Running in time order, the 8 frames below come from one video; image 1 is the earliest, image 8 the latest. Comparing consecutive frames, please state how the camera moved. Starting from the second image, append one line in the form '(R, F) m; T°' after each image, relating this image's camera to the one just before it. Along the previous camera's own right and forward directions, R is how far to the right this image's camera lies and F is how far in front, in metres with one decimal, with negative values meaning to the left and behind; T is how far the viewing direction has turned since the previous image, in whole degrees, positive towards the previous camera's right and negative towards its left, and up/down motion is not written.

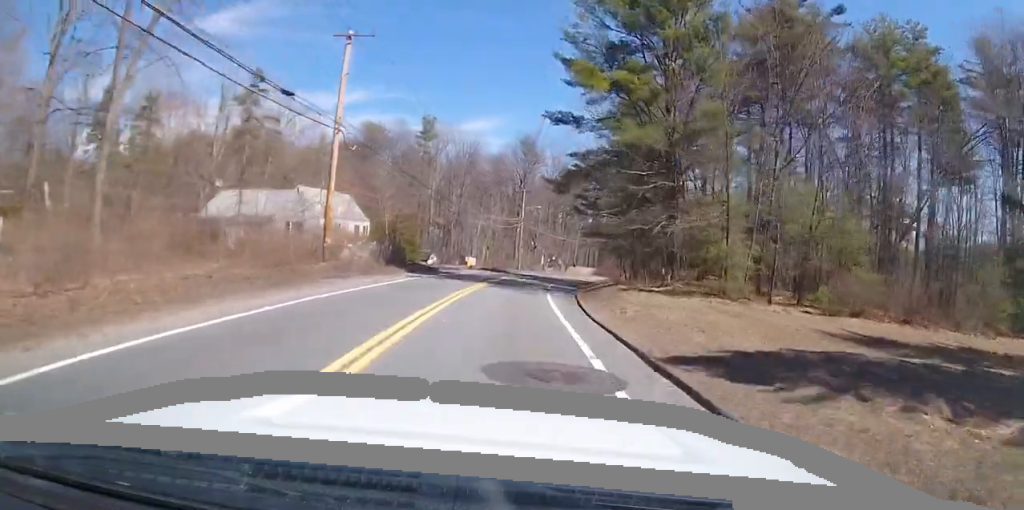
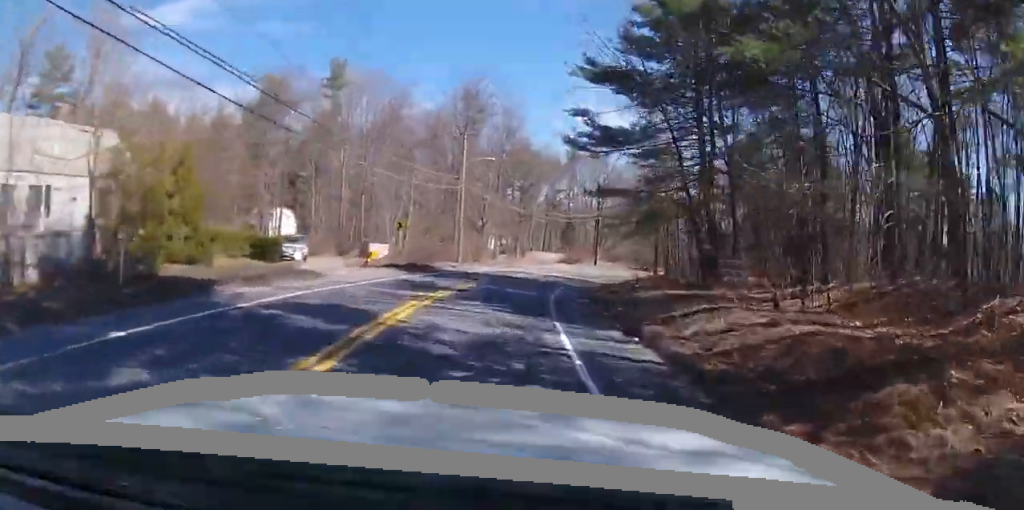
(+0.6, +29.6) m; +1°
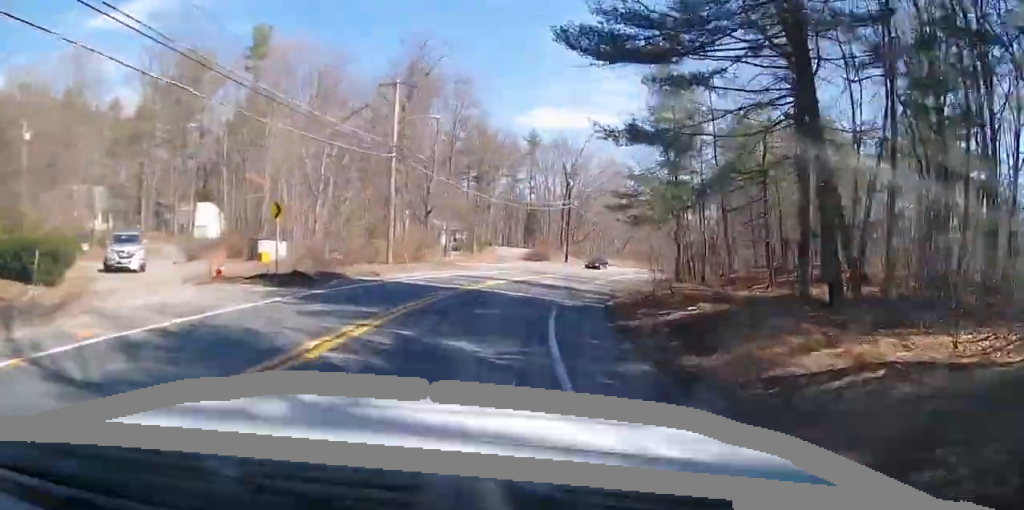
(0.0, +13.9) m; +1°
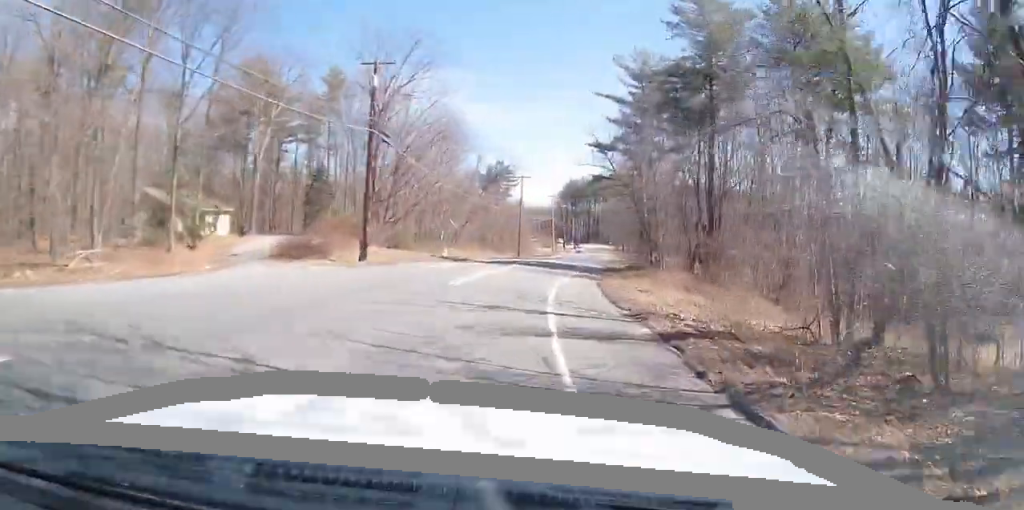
(+3.2, +41.6) m; +9°
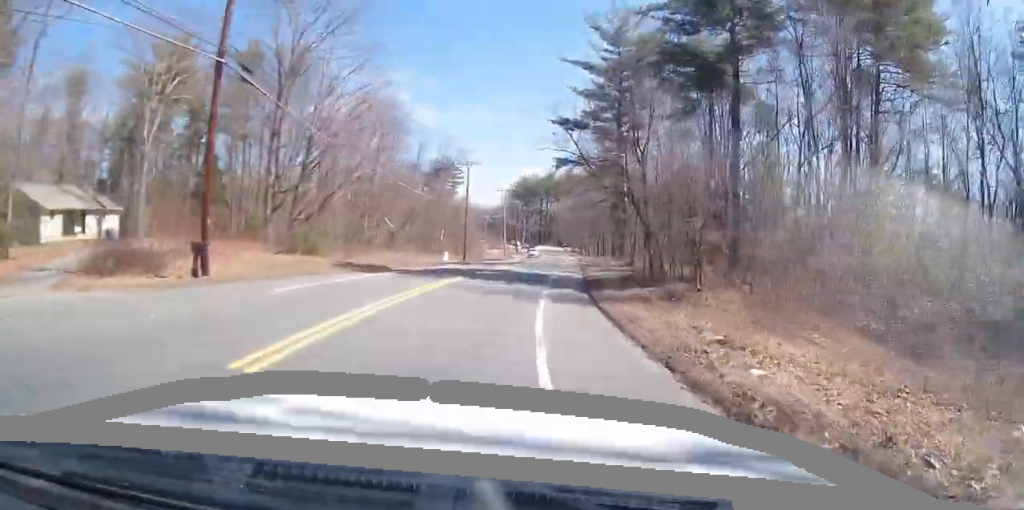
(+0.1, +13.5) m; +2°
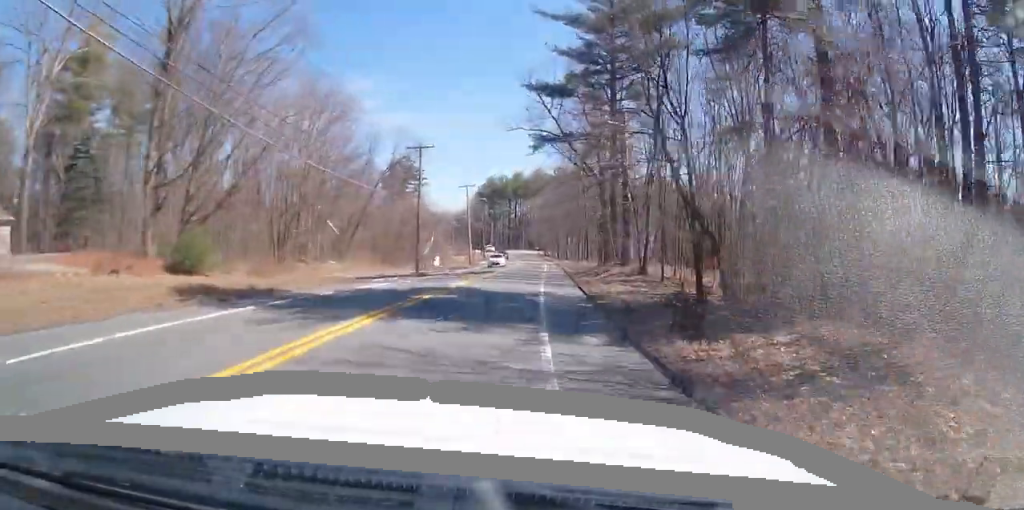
(+0.1, +12.3) m; +3°
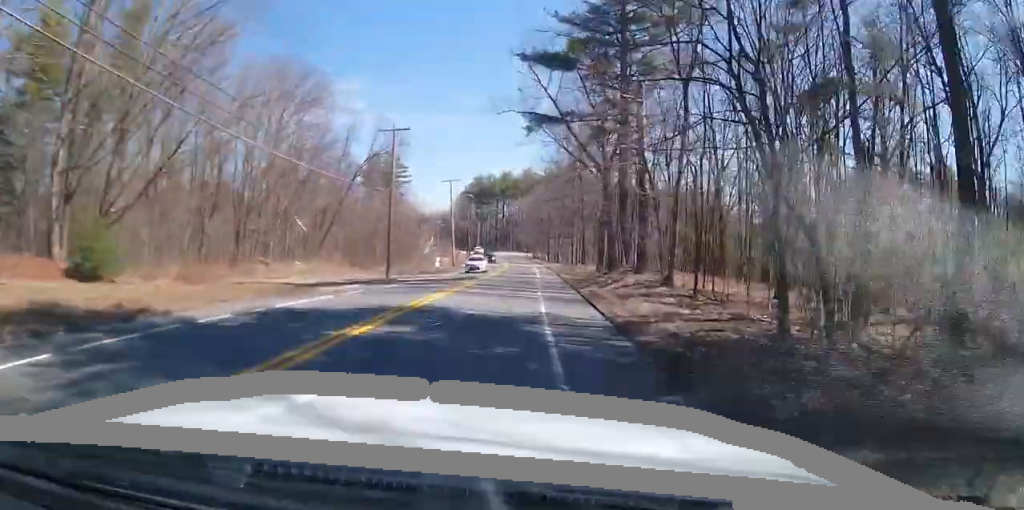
(+0.2, +7.0) m; +3°
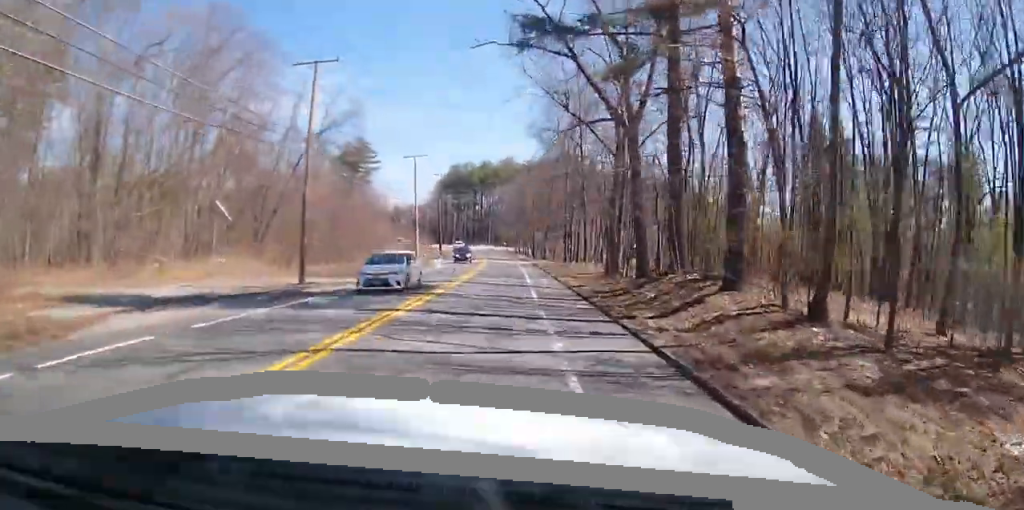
(+0.6, +13.5) m; +5°
